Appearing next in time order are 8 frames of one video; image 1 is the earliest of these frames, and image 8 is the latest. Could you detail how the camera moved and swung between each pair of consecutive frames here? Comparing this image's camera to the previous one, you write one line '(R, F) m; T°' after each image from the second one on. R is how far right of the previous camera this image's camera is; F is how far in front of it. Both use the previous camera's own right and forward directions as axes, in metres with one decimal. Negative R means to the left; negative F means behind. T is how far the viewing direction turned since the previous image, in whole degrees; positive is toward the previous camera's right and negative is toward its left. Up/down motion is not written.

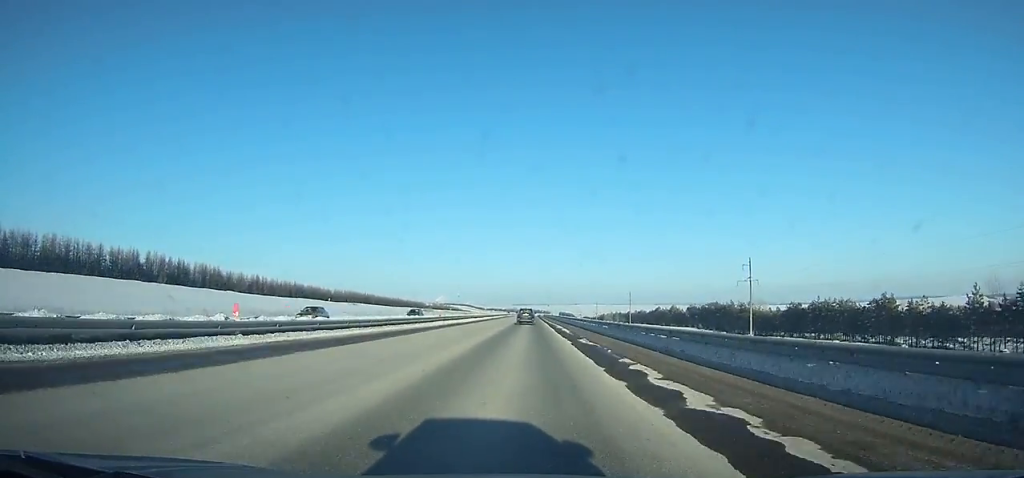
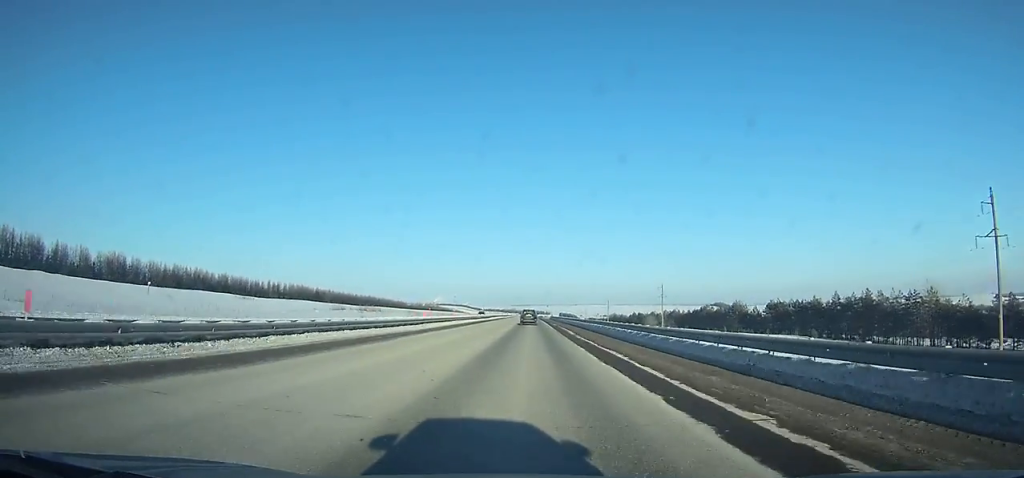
(-0.2, +87.9) m; 0°
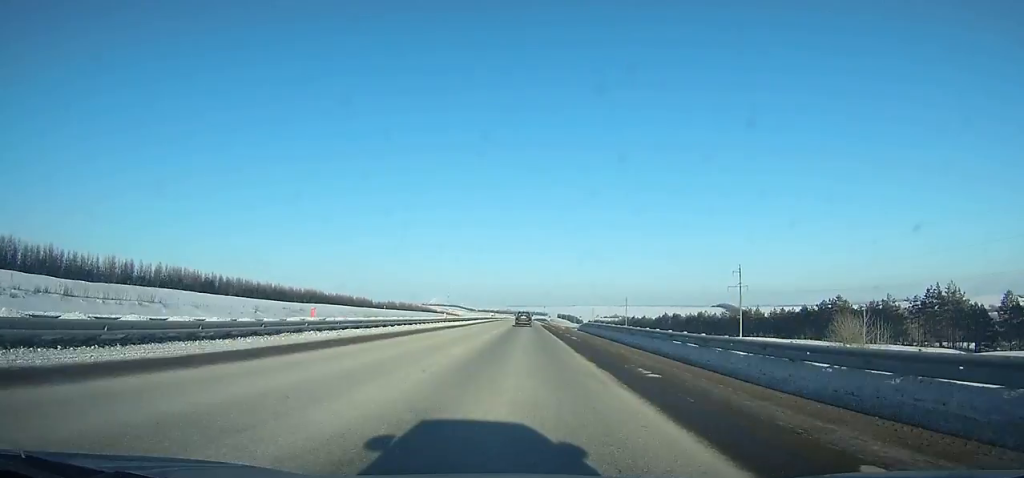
(+0.4, +101.9) m; 0°
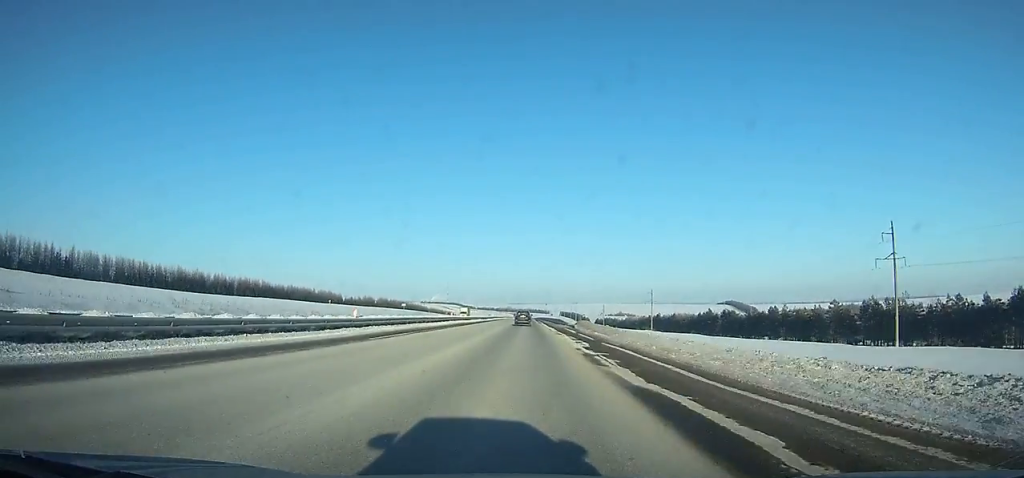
(-0.1, +70.3) m; 0°
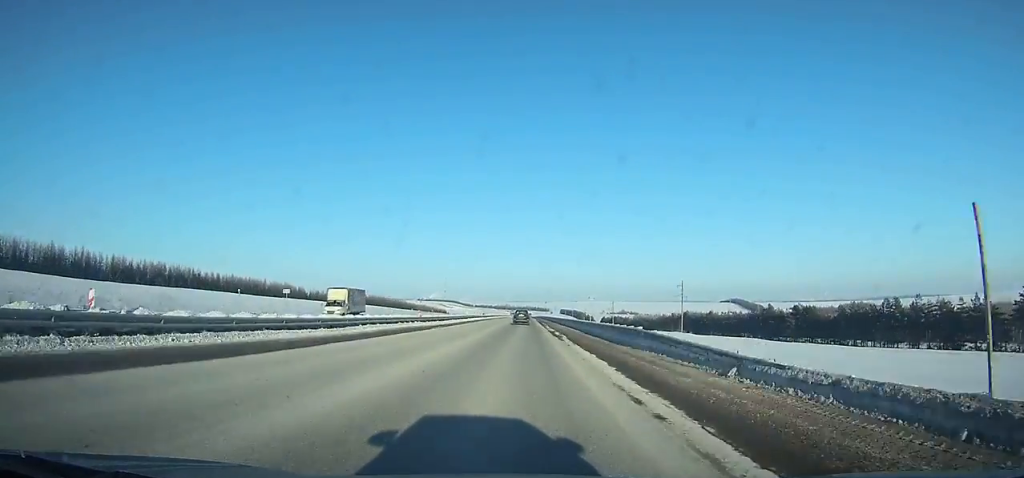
(+0.1, +60.1) m; 0°
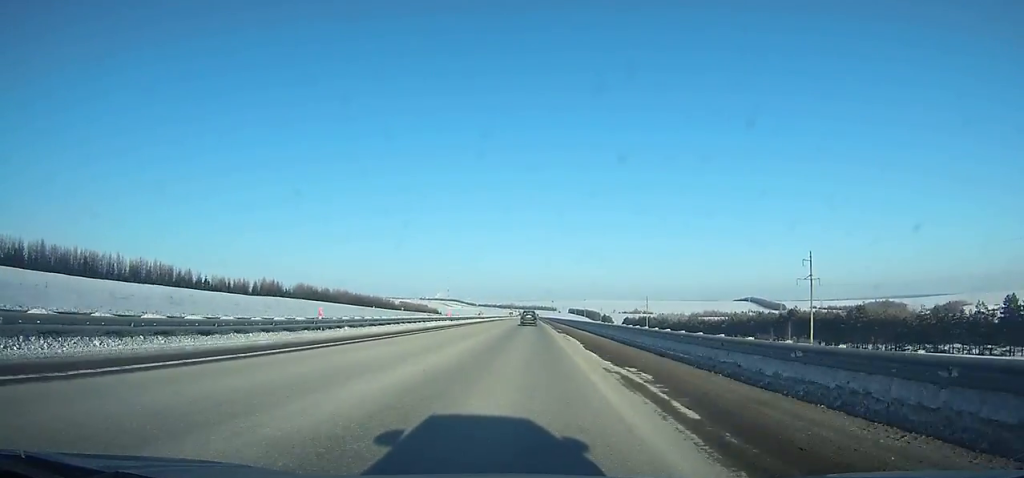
(-0.2, +105.0) m; 0°
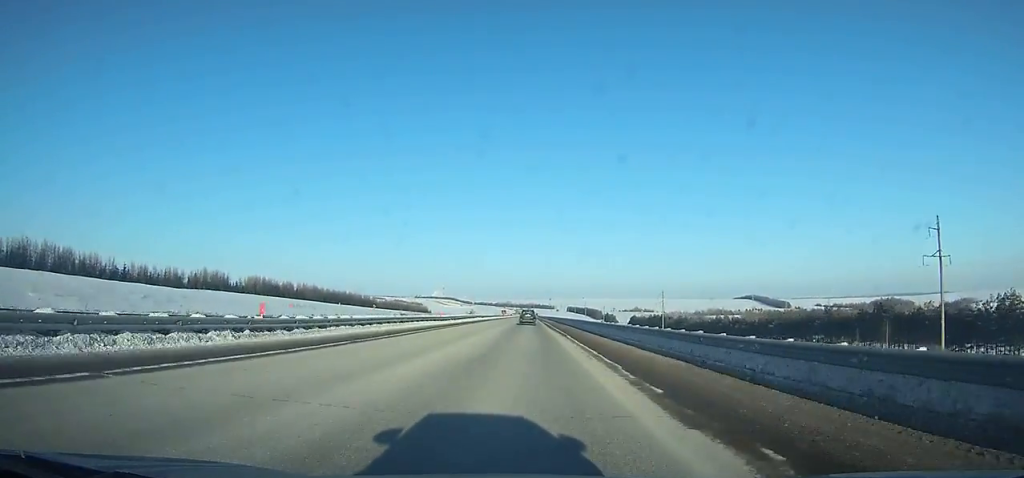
(-0.1, +48.5) m; 0°
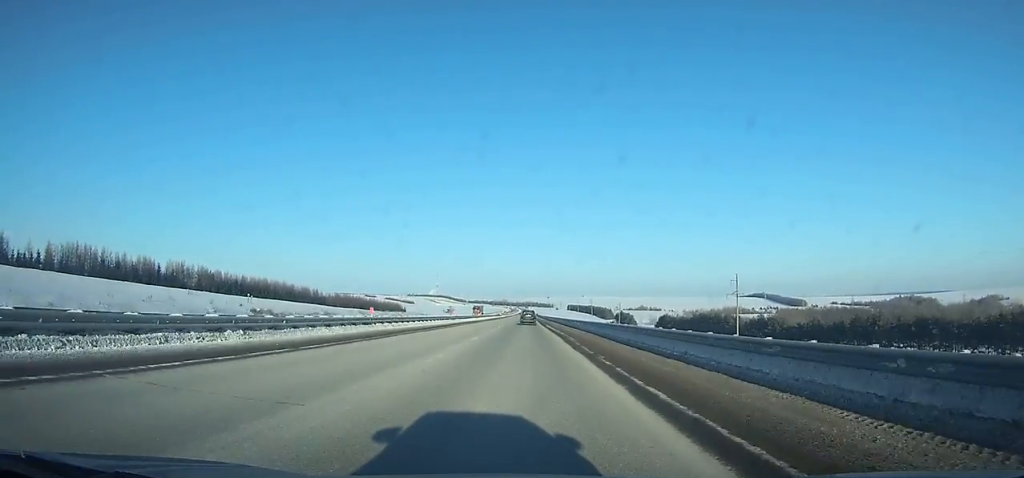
(+0.1, +111.6) m; 0°
